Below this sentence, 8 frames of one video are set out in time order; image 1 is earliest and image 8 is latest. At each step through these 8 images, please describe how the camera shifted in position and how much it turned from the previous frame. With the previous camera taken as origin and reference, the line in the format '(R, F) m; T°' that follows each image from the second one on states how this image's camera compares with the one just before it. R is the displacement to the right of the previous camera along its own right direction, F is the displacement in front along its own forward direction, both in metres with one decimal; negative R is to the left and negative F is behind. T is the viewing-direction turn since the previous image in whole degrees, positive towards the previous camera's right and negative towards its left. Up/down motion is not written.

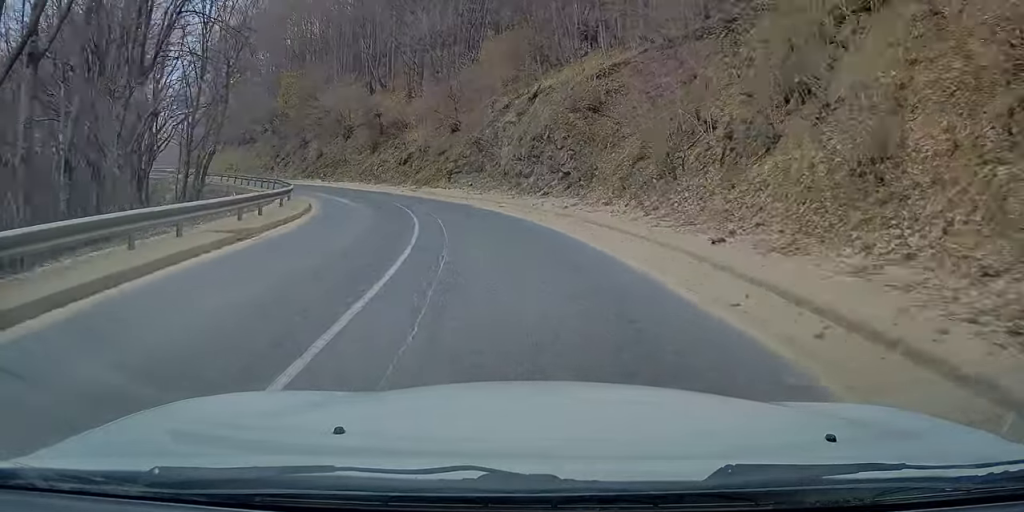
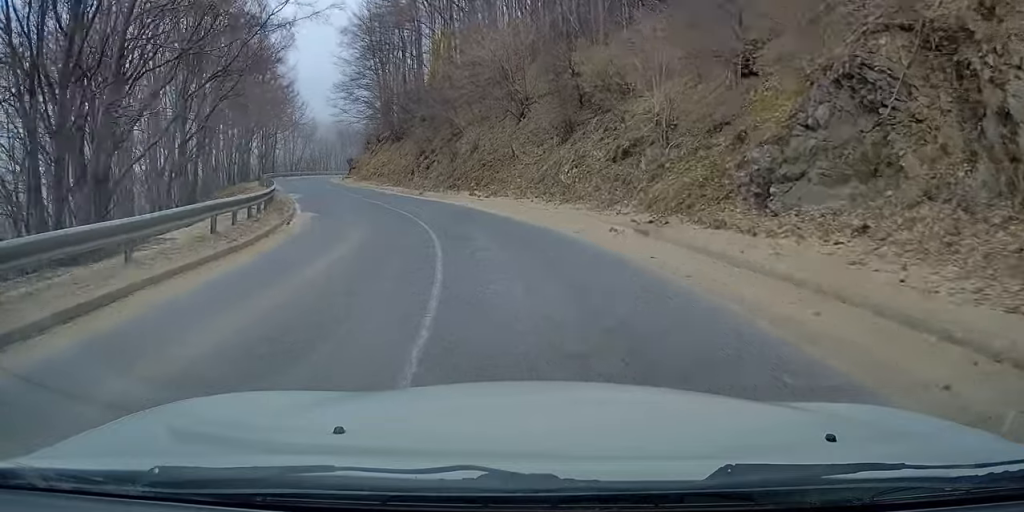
(-3.7, +24.0) m; -16°
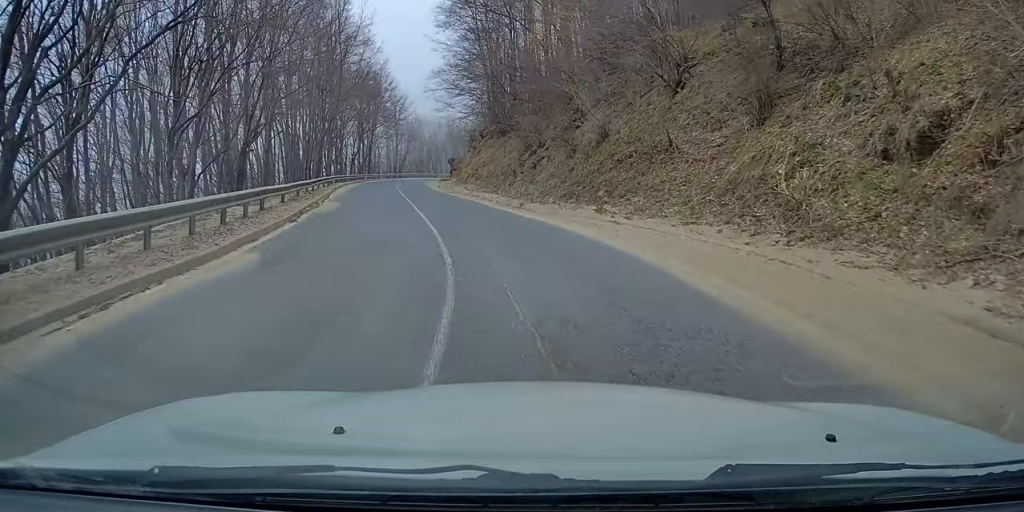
(-0.7, +11.5) m; -6°
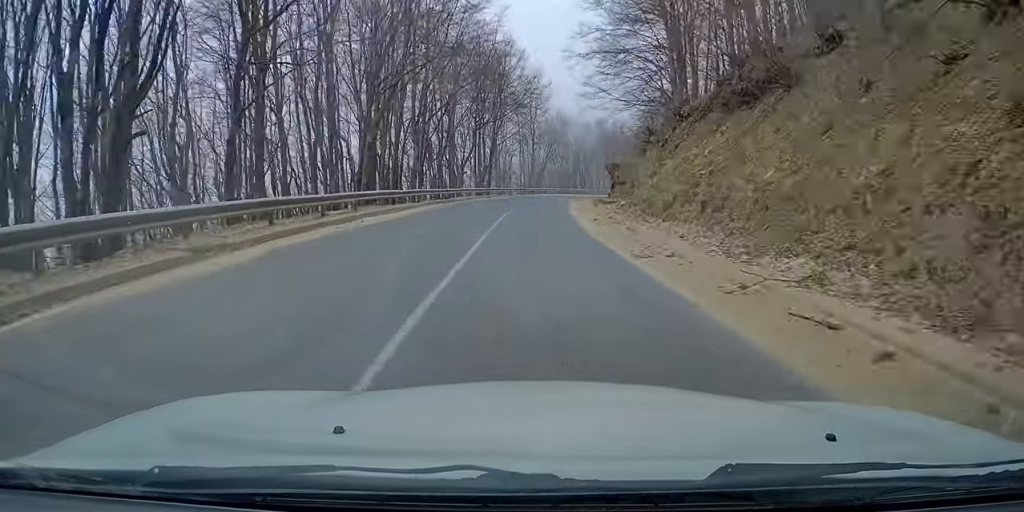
(-2.4, +26.5) m; -9°
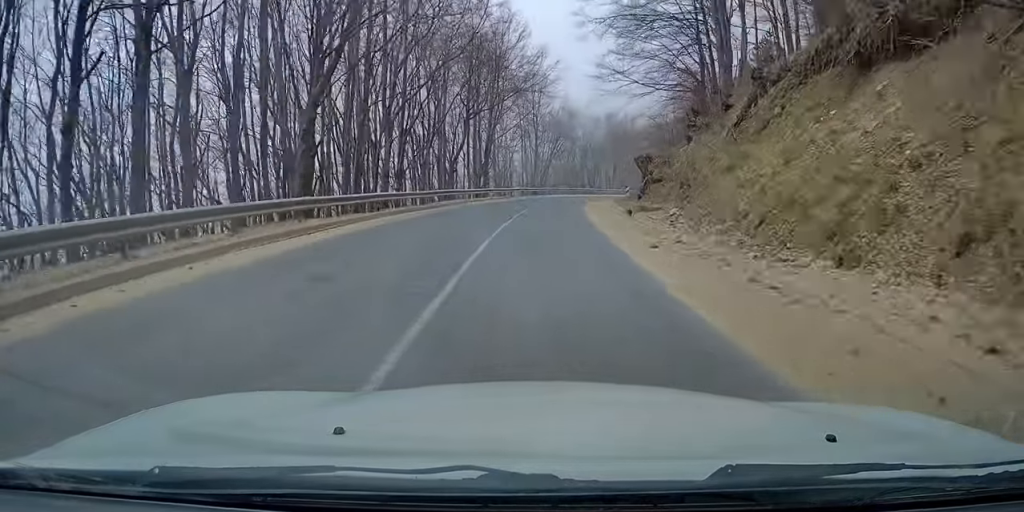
(-0.3, +9.8) m; -2°
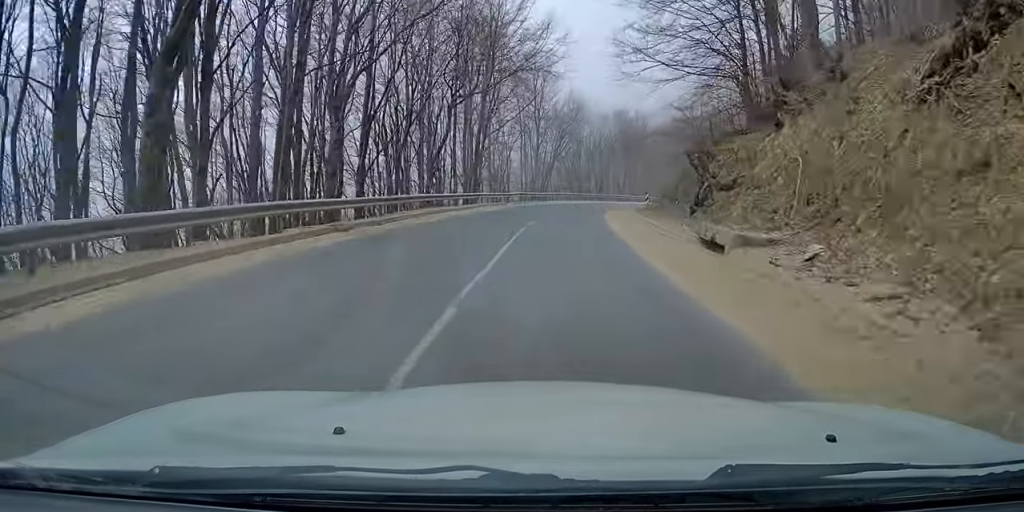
(-0.1, +10.0) m; -1°
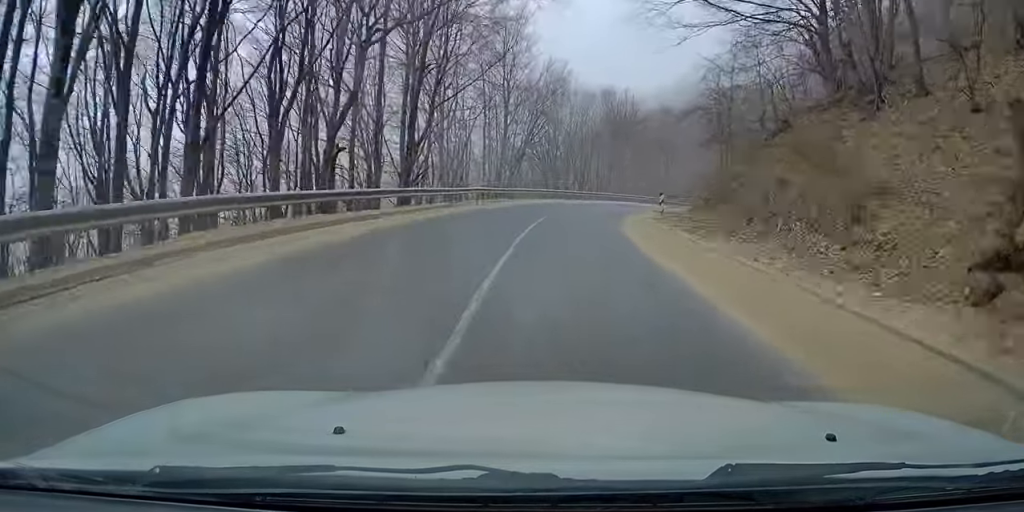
(-0.1, +15.1) m; +1°
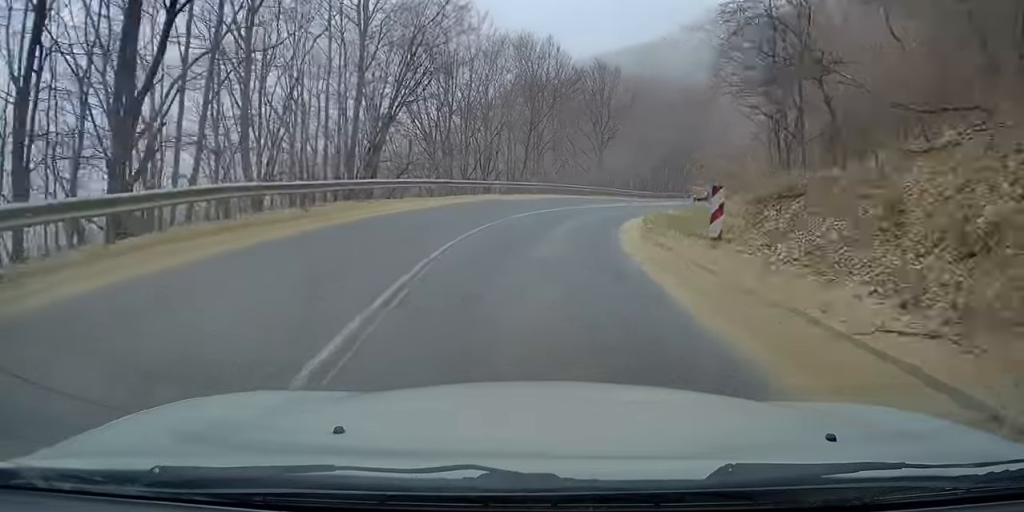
(+0.7, +21.5) m; +8°
